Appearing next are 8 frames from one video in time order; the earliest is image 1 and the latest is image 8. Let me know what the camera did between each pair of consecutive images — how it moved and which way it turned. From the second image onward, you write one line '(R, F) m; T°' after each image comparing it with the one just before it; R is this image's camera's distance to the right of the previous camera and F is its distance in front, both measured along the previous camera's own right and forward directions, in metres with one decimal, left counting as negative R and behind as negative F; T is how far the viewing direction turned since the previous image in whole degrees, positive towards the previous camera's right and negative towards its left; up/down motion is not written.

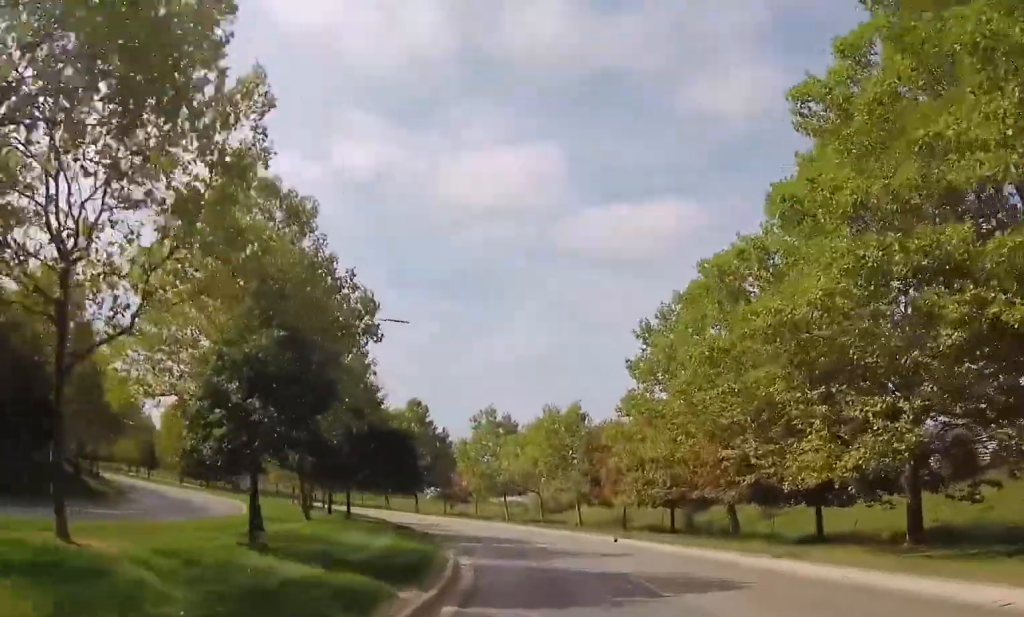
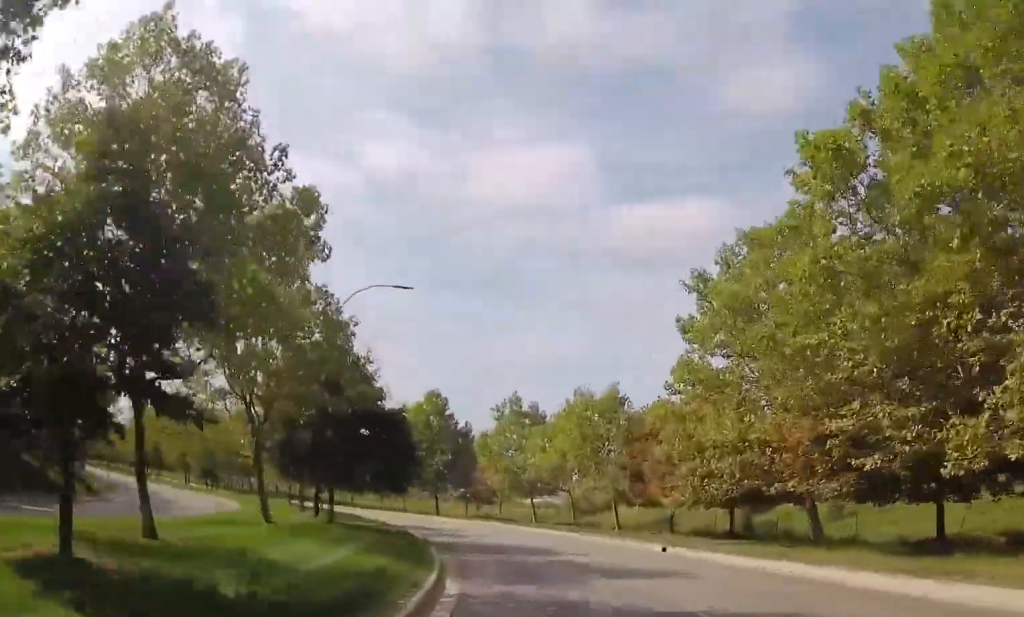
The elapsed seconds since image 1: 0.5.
(+0.1, +6.7) m; -2°
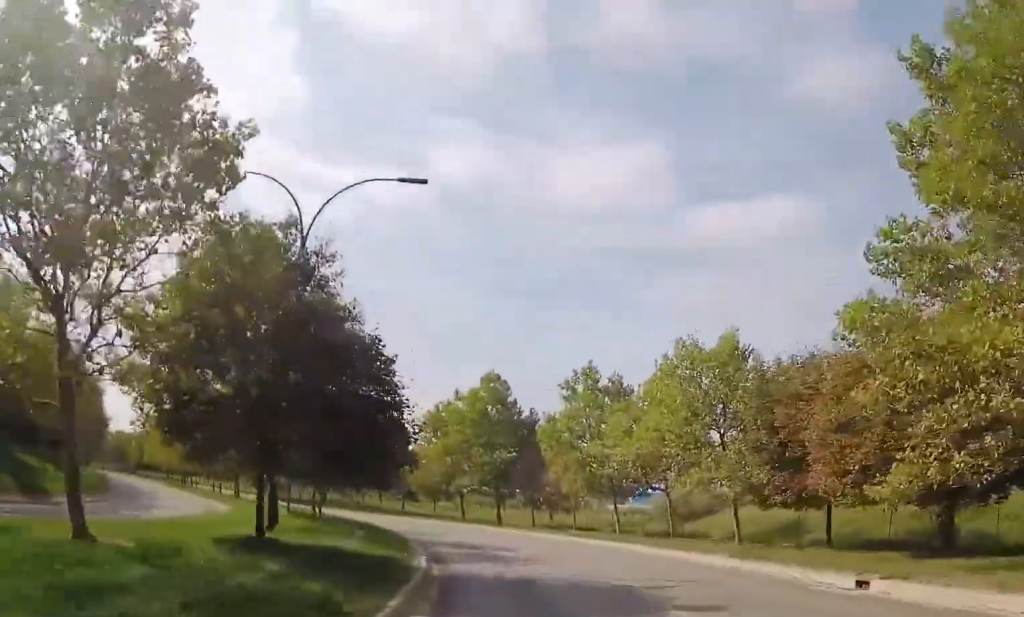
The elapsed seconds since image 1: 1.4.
(-0.6, +12.0) m; -7°
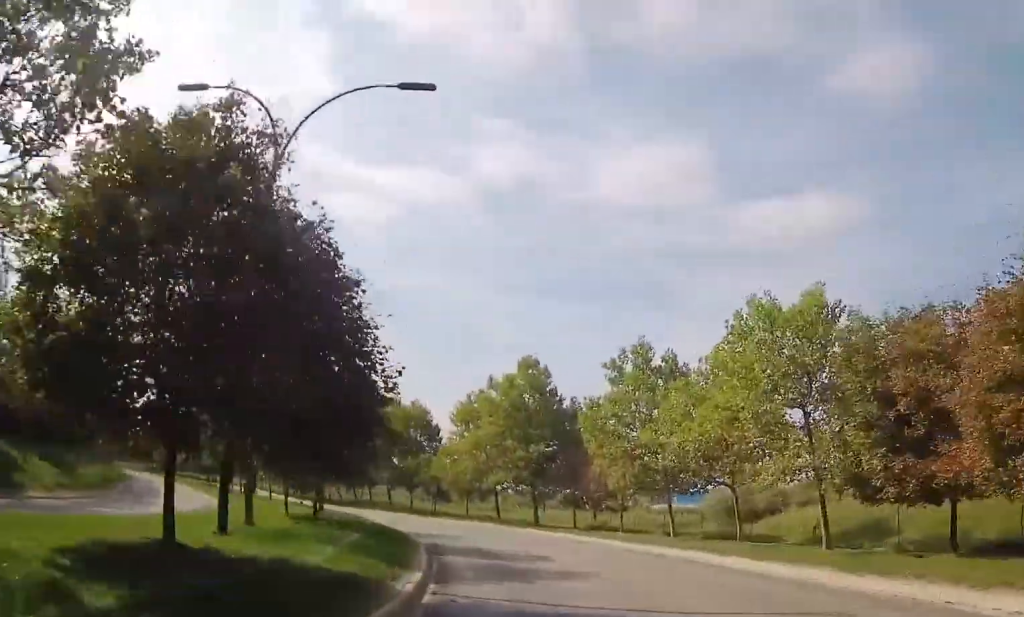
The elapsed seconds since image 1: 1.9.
(-0.1, +5.2) m; -3°
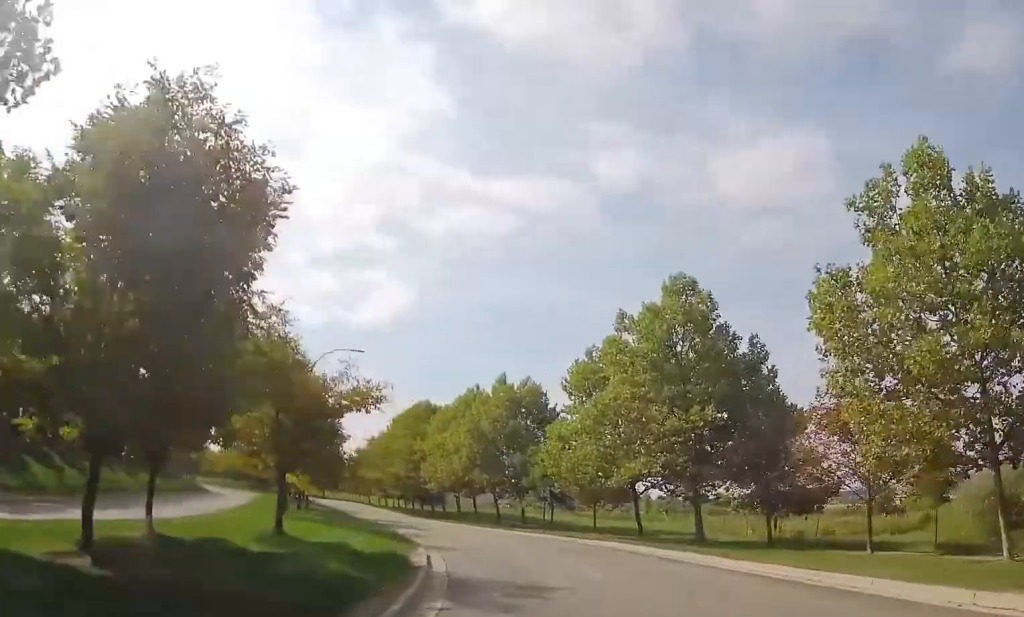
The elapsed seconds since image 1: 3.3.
(-1.5, +17.6) m; -9°
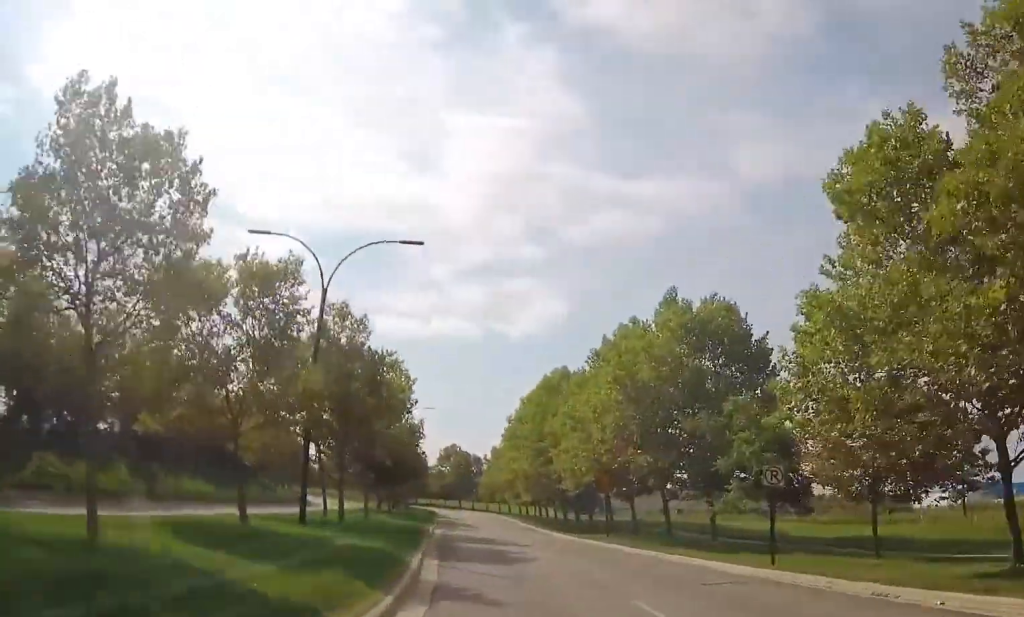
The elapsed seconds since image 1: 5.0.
(-2.5, +21.6) m; -14°
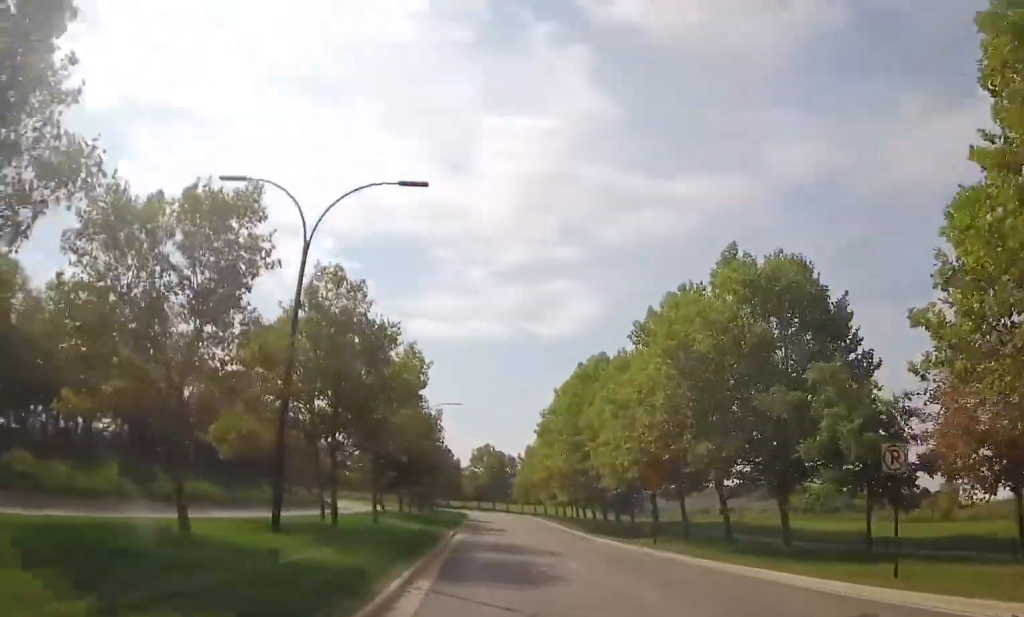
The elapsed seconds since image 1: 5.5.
(0.0, +5.5) m; -4°
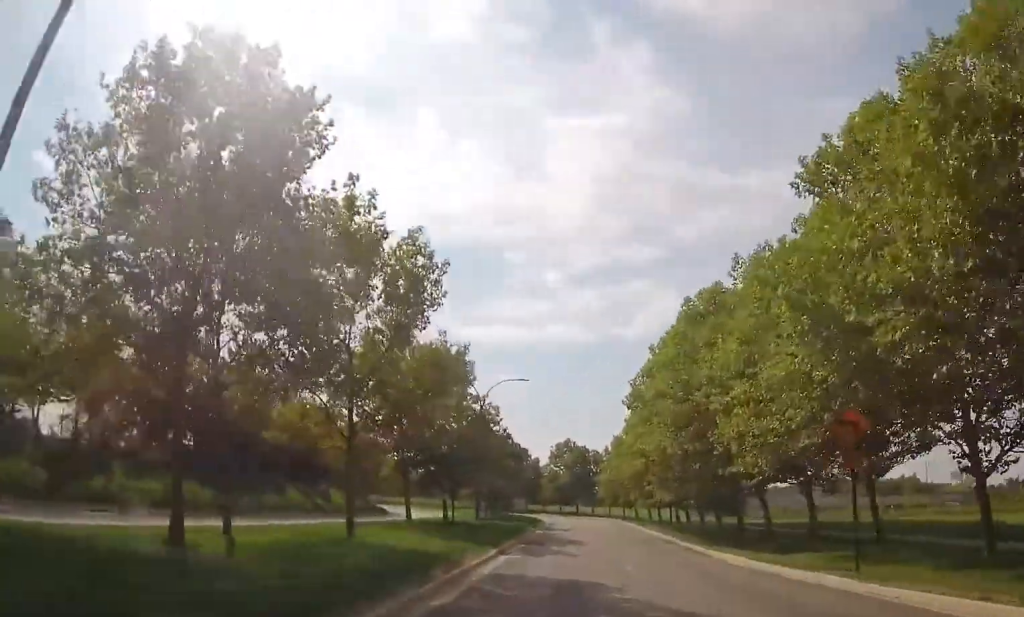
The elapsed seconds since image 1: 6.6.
(-1.4, +15.2) m; -10°
